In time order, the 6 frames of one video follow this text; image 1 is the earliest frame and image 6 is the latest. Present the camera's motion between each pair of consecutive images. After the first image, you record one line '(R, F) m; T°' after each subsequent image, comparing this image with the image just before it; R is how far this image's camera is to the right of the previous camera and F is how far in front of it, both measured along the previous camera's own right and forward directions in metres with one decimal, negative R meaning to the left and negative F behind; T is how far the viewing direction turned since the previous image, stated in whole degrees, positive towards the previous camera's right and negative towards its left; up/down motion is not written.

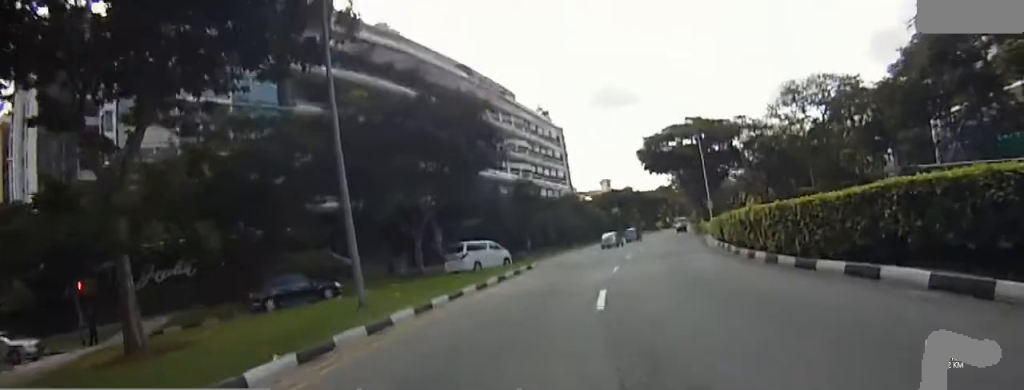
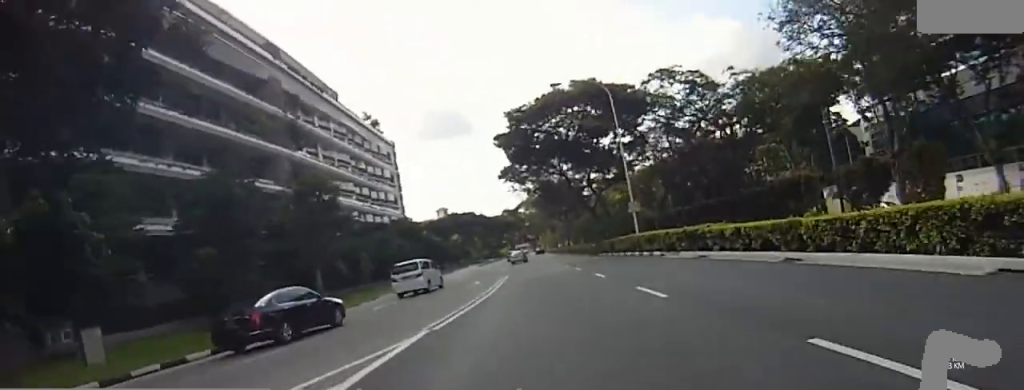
(+0.7, +21.9) m; 0°
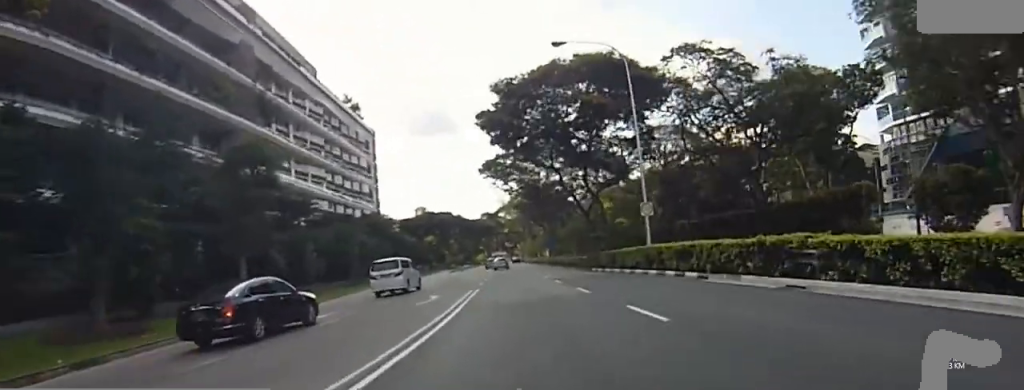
(-0.2, +7.4) m; -1°
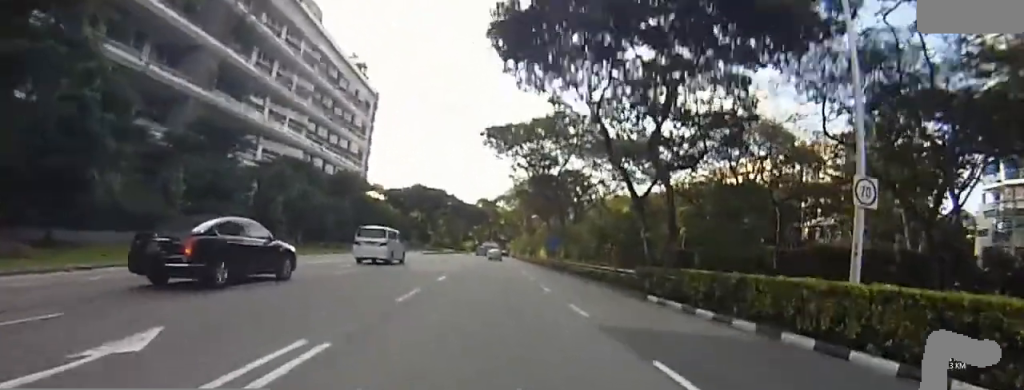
(-0.2, +16.3) m; -1°
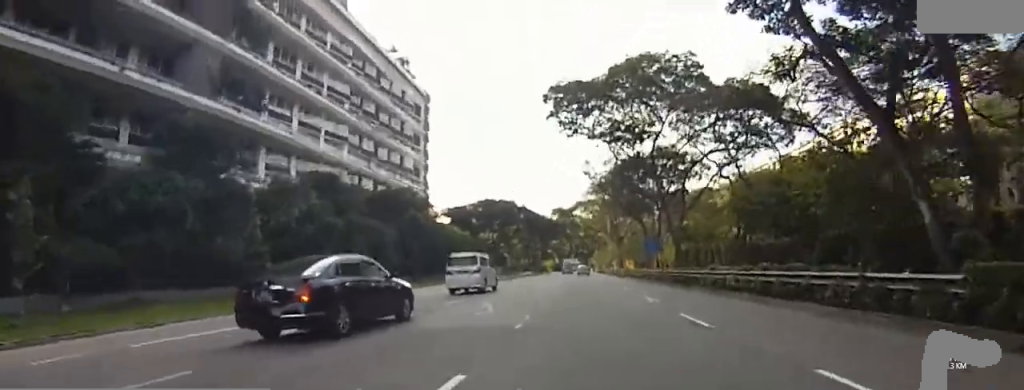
(0.0, +13.1) m; +6°
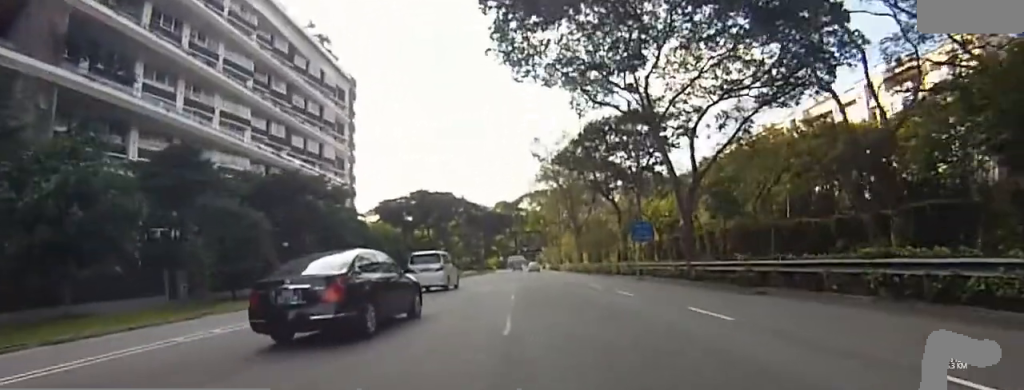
(+1.4, +14.4) m; +1°
